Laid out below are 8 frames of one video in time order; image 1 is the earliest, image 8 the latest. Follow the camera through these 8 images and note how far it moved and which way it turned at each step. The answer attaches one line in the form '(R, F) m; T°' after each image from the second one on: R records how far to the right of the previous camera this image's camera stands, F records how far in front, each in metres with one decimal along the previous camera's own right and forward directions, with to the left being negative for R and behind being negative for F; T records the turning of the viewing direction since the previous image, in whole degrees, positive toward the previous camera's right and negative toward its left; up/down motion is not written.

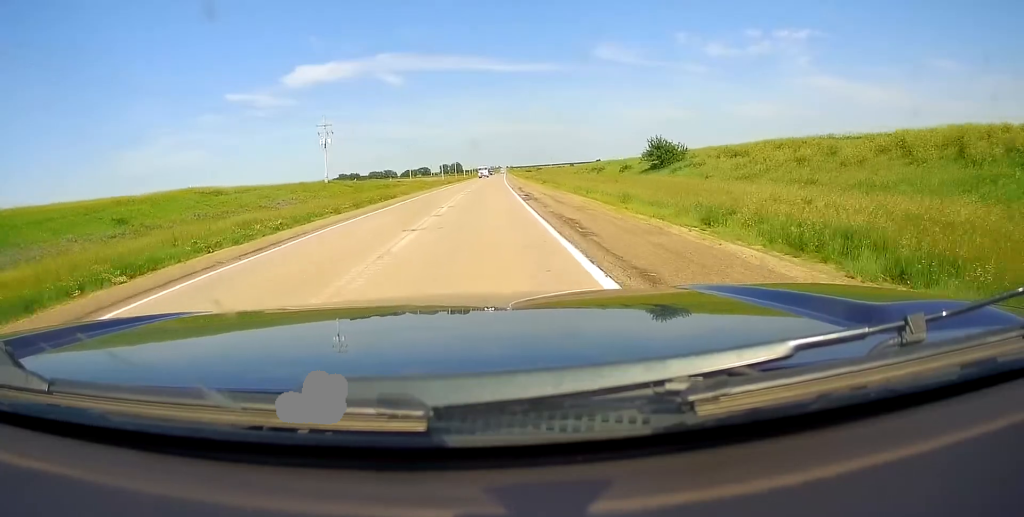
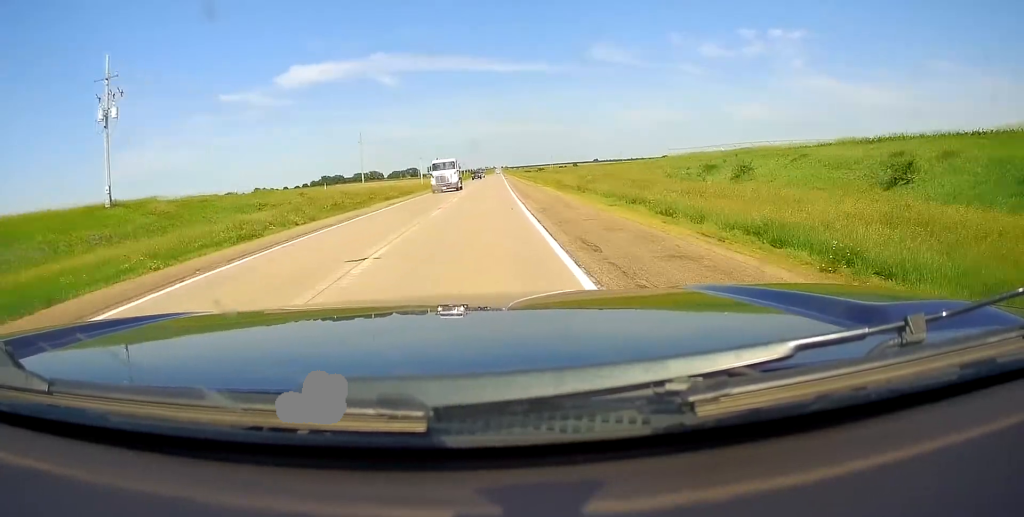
(+0.3, +50.5) m; +1°
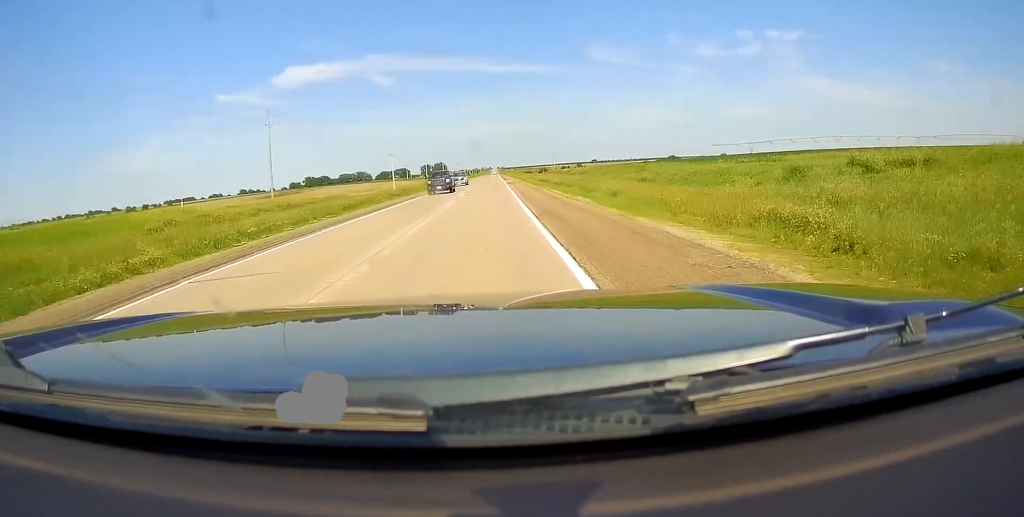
(+0.5, +41.6) m; +1°
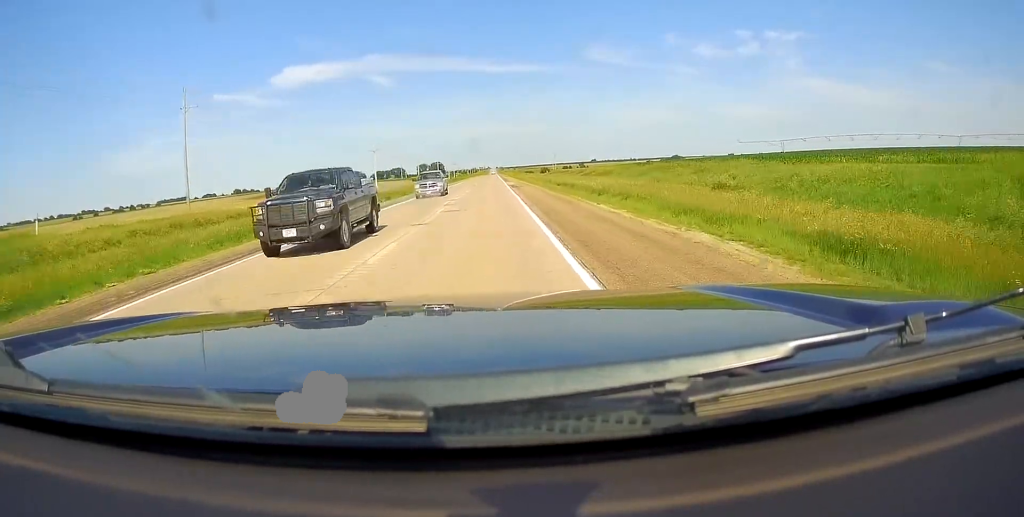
(0.0, +18.0) m; 0°
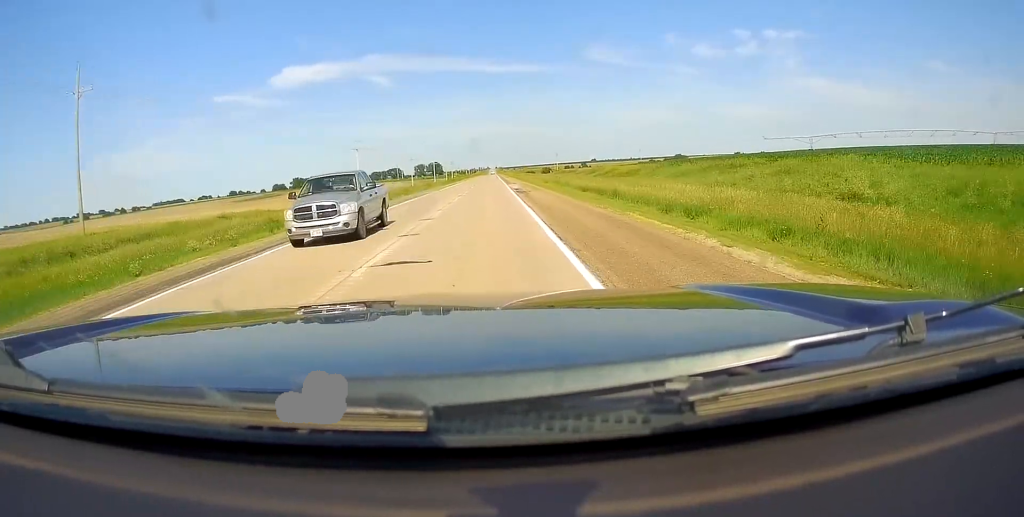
(0.0, +13.4) m; 0°
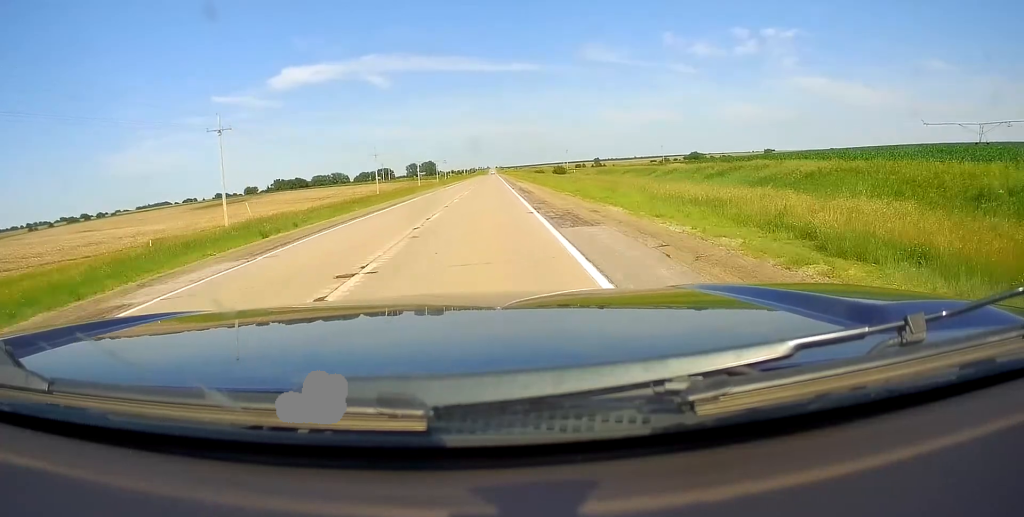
(0.0, +50.2) m; 0°
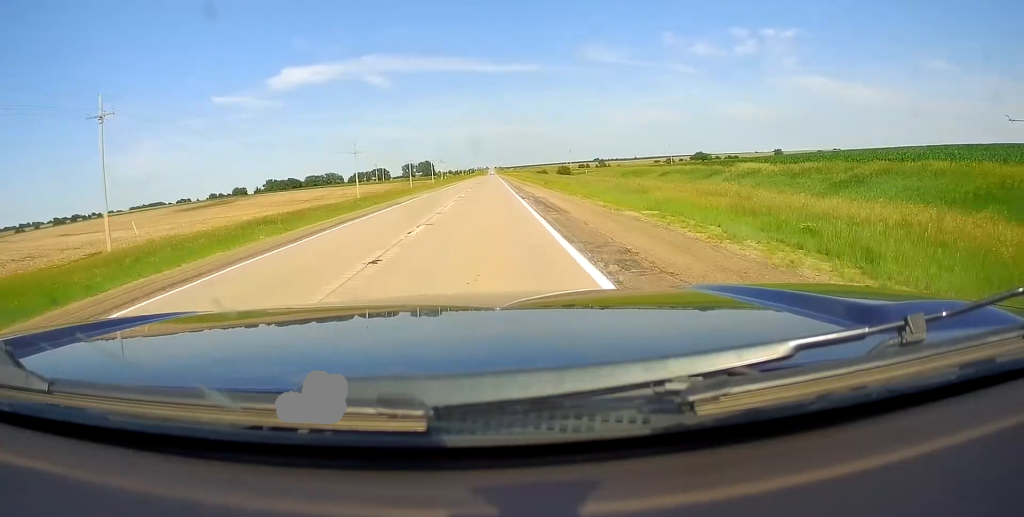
(0.0, +16.4) m; 0°
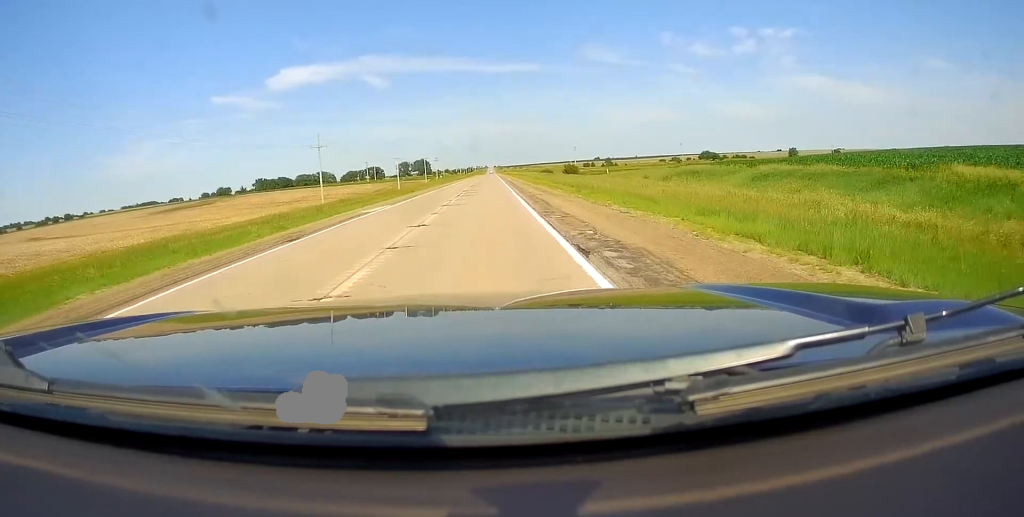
(0.0, +20.6) m; 0°
